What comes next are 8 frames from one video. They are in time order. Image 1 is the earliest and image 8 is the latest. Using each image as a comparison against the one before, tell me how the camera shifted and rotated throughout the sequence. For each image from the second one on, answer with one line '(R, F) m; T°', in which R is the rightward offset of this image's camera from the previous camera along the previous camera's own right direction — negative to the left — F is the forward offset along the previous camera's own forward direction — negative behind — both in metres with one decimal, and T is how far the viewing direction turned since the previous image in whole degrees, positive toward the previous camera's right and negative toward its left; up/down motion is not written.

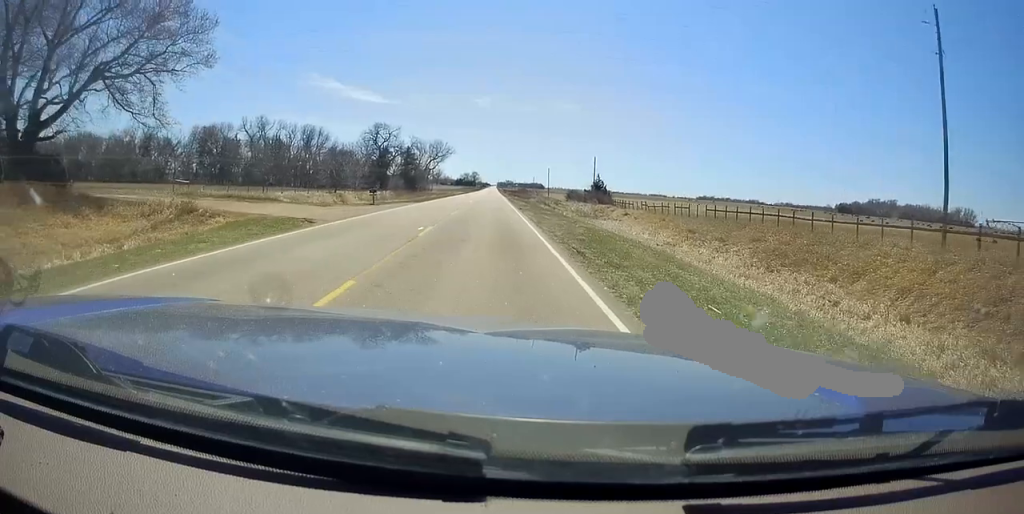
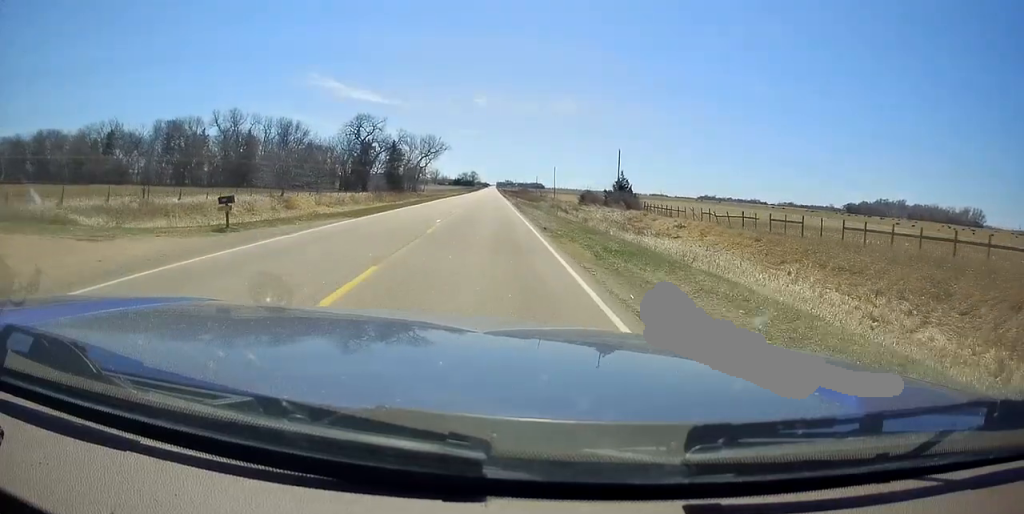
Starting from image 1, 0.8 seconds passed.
(0.0, +21.5) m; -1°
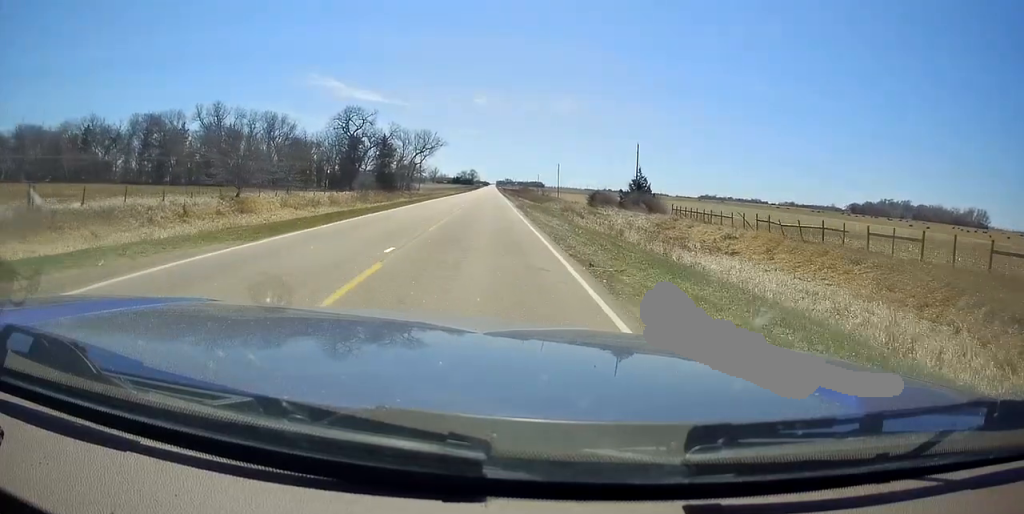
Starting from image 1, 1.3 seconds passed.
(+0.2, +11.4) m; -1°
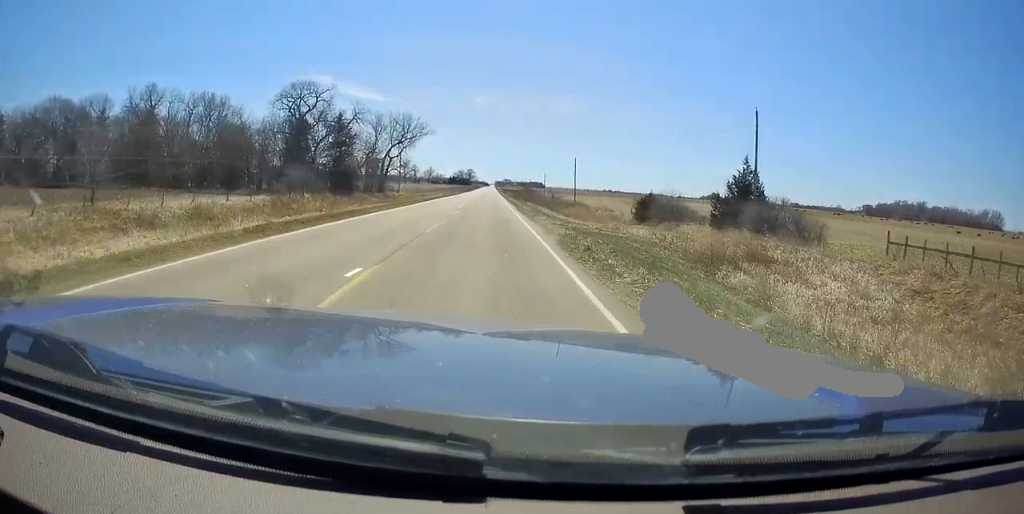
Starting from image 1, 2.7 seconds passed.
(-0.4, +35.6) m; +1°
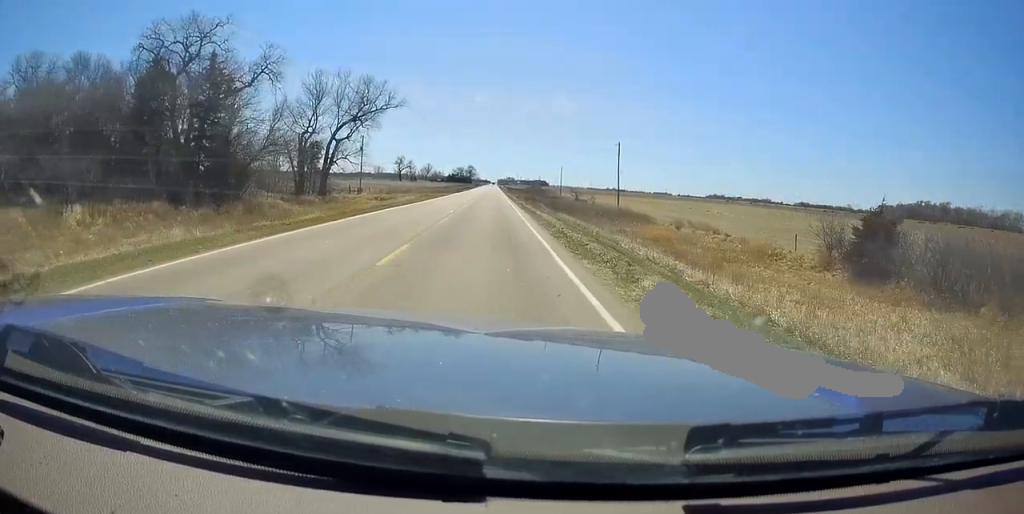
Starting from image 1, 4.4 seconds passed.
(+0.6, +42.9) m; -1°
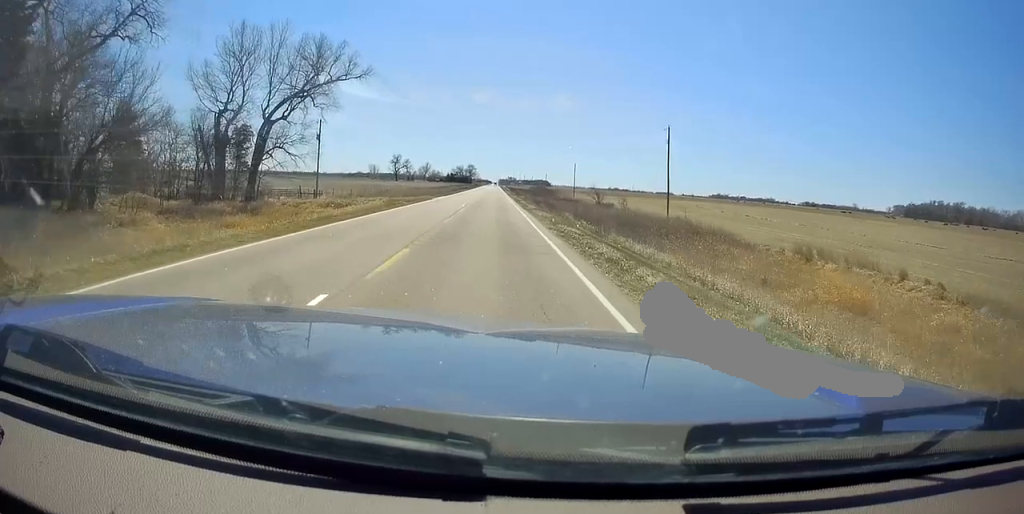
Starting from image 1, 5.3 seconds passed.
(-0.6, +24.4) m; 0°
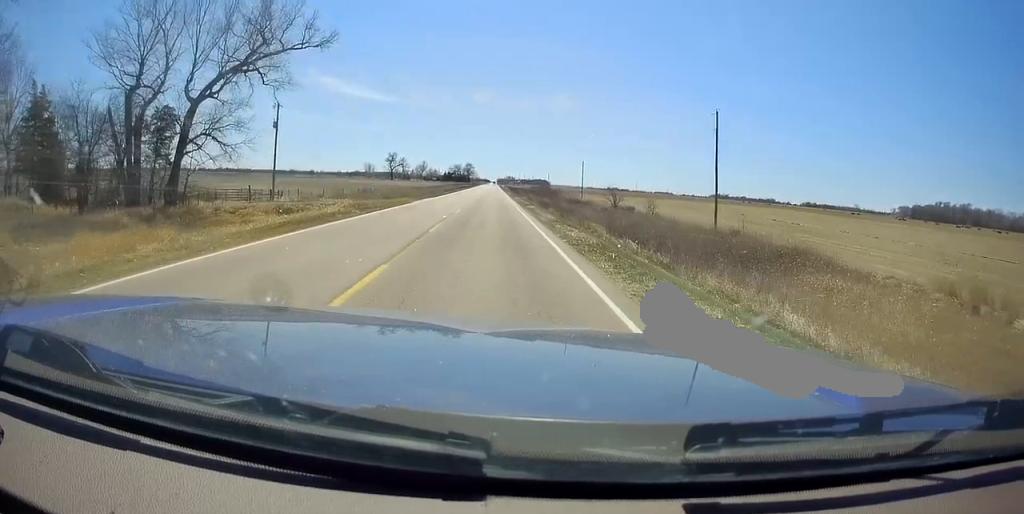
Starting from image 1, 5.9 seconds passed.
(+0.4, +14.3) m; +1°
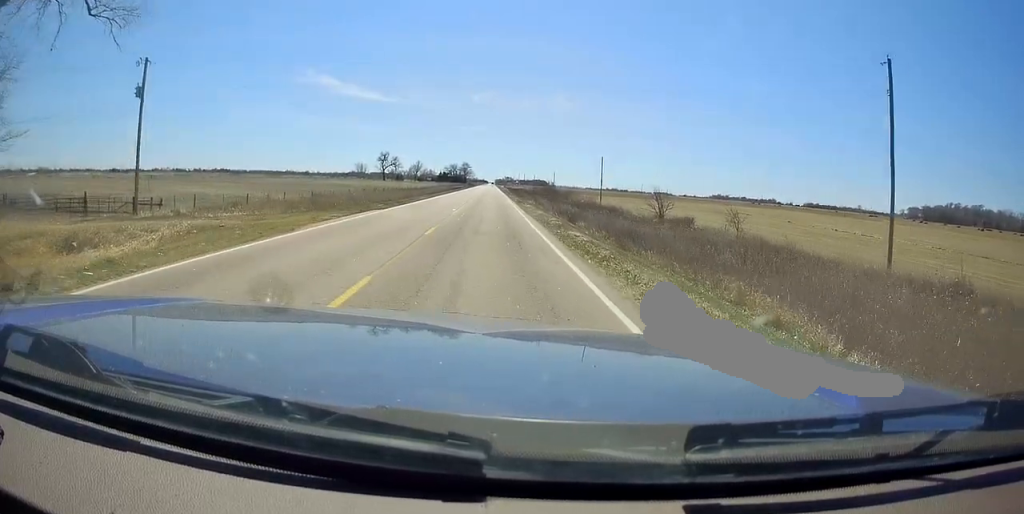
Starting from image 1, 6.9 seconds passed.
(+0.3, +23.9) m; 0°
